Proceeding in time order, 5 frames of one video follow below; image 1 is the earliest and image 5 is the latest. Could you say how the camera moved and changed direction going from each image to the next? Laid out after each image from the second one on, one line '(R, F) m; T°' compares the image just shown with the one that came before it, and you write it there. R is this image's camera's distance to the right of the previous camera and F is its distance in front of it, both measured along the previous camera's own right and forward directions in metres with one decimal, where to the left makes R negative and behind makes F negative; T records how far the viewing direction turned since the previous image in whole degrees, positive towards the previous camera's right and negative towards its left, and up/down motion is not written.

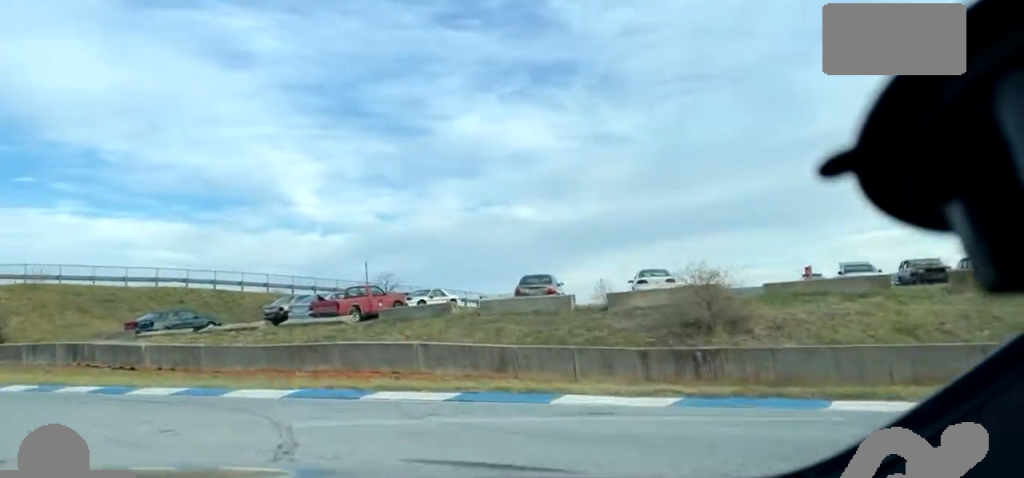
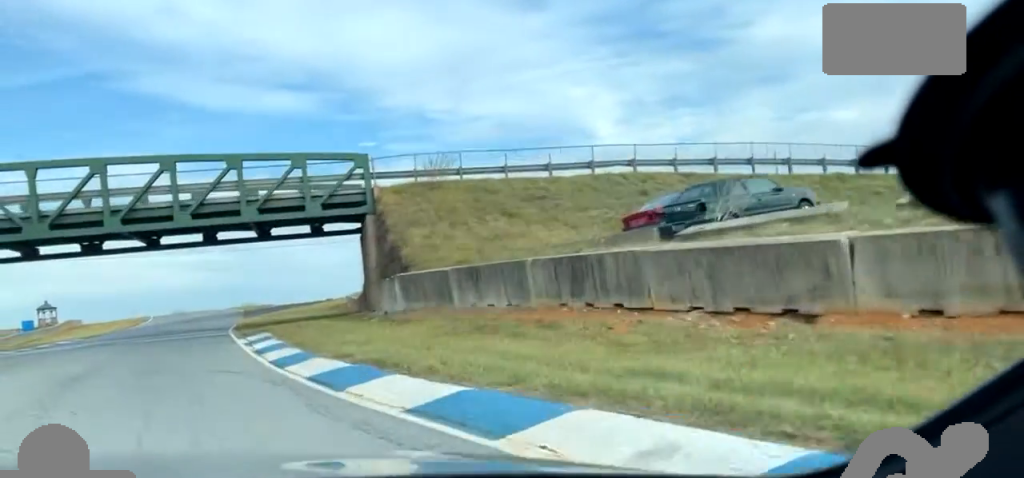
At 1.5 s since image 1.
(-1.6, +38.1) m; -31°
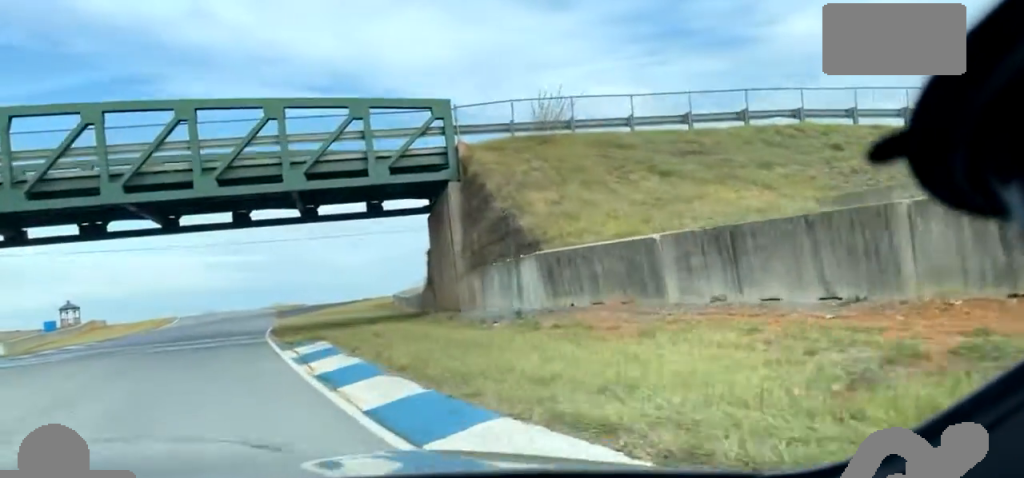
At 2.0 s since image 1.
(-0.9, +10.6) m; -15°
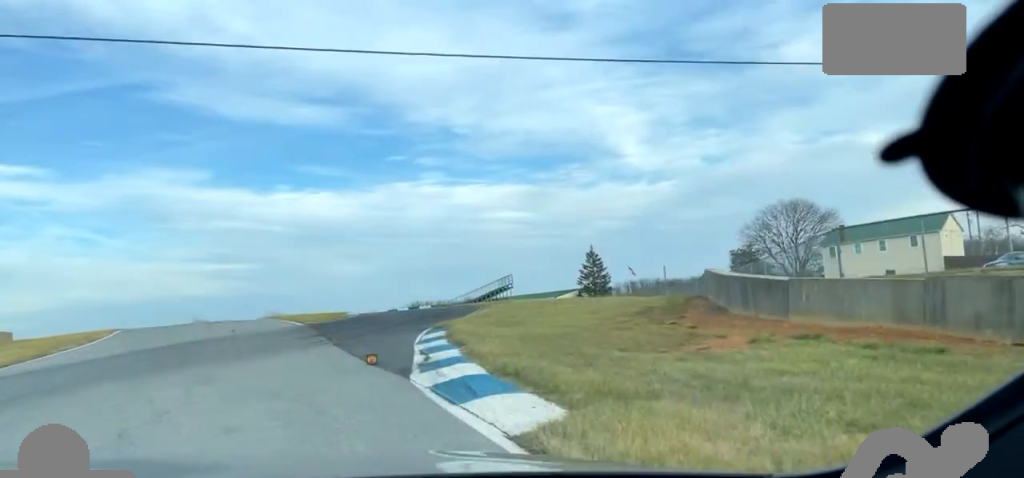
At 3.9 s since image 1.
(-16.2, +48.8) m; -16°
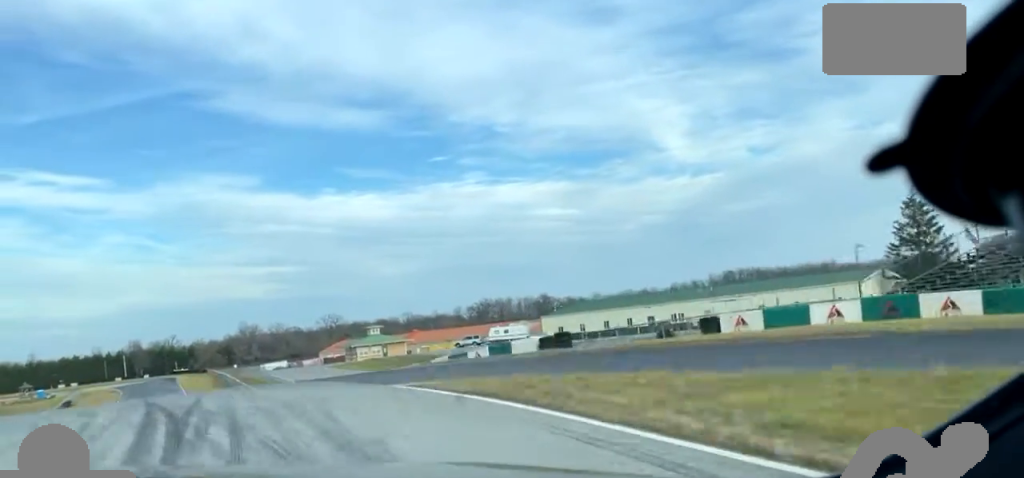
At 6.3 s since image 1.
(-0.3, +72.7) m; -2°
